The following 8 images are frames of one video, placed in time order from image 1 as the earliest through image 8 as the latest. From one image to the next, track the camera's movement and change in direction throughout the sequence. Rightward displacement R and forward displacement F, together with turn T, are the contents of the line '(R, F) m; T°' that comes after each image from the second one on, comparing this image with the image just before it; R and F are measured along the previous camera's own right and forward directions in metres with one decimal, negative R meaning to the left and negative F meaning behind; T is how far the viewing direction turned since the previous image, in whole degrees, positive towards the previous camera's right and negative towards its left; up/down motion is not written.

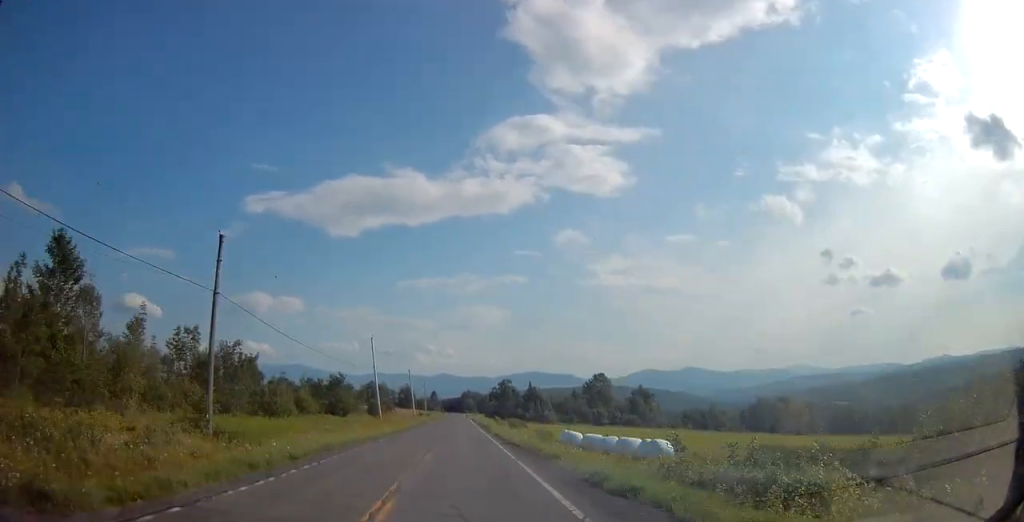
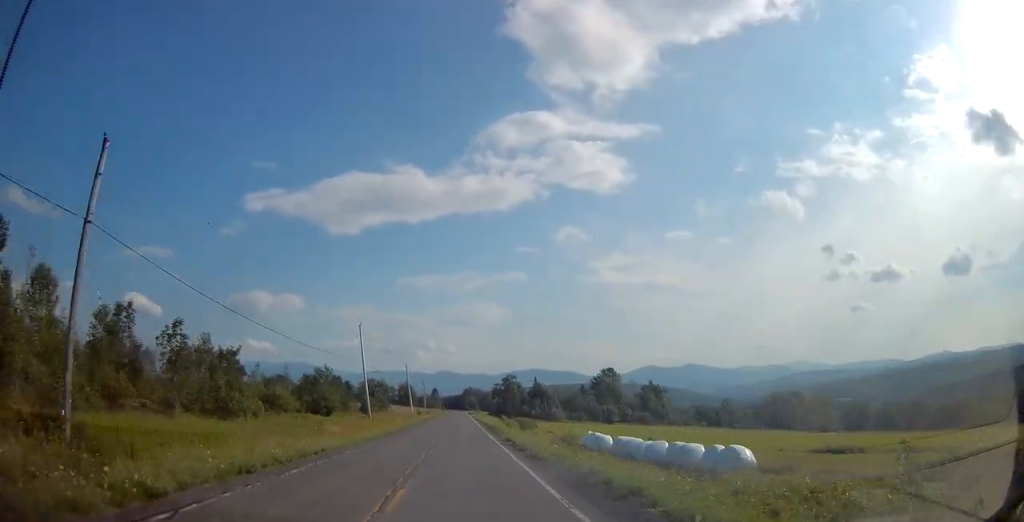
(0.0, +10.2) m; 0°
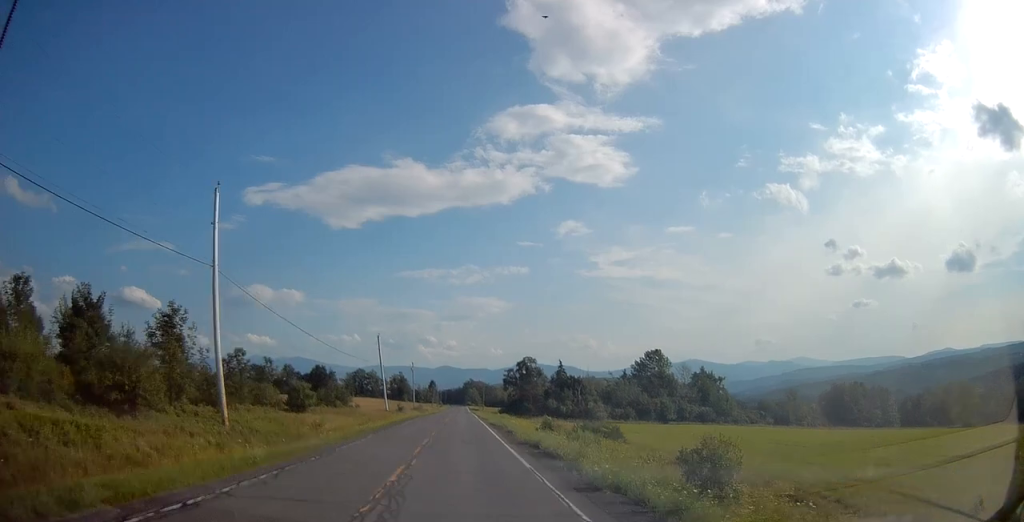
(0.0, +44.1) m; -1°
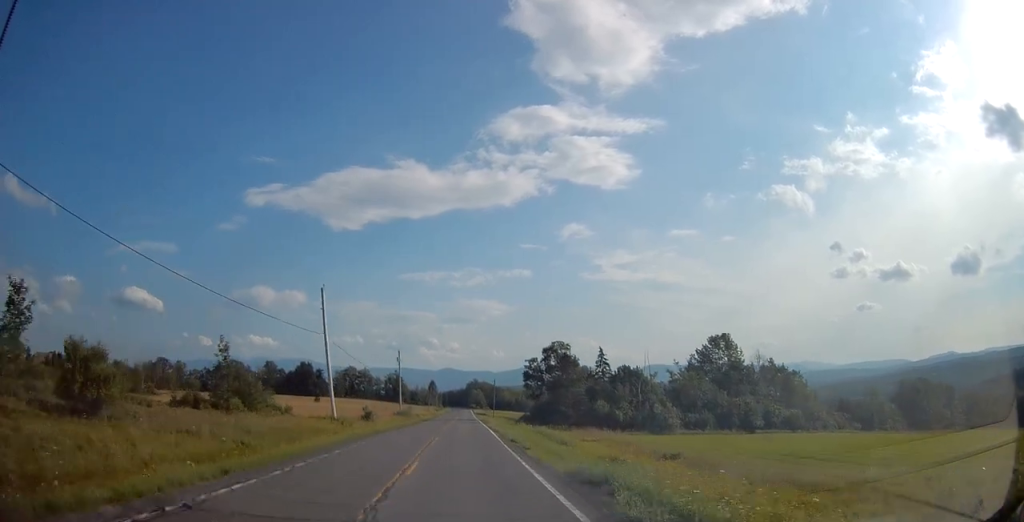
(-0.4, +36.3) m; 0°
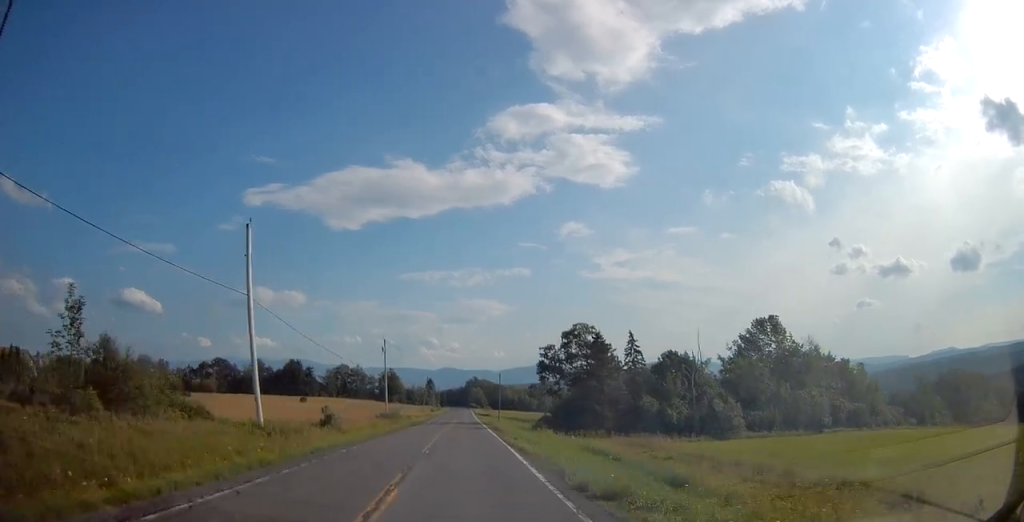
(+0.2, +18.2) m; 0°
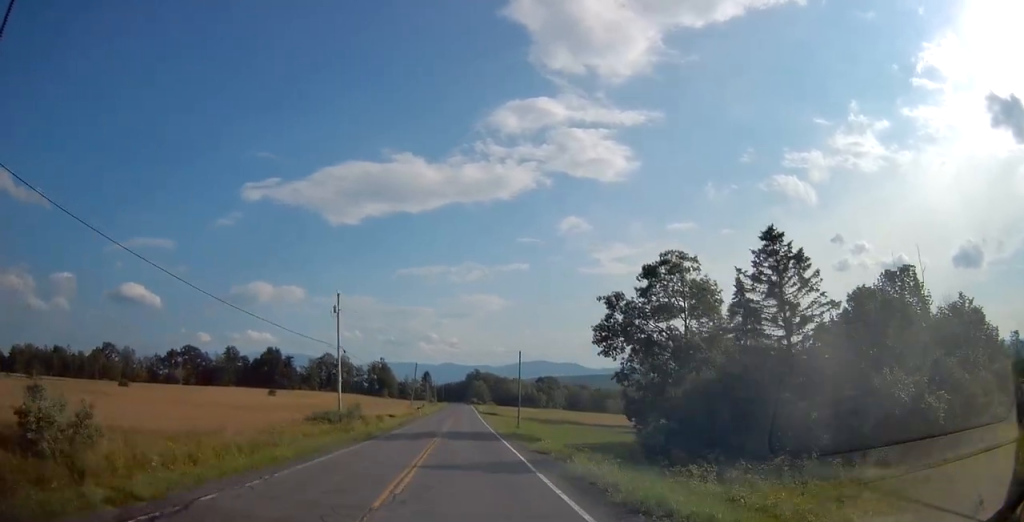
(-0.2, +32.5) m; -1°
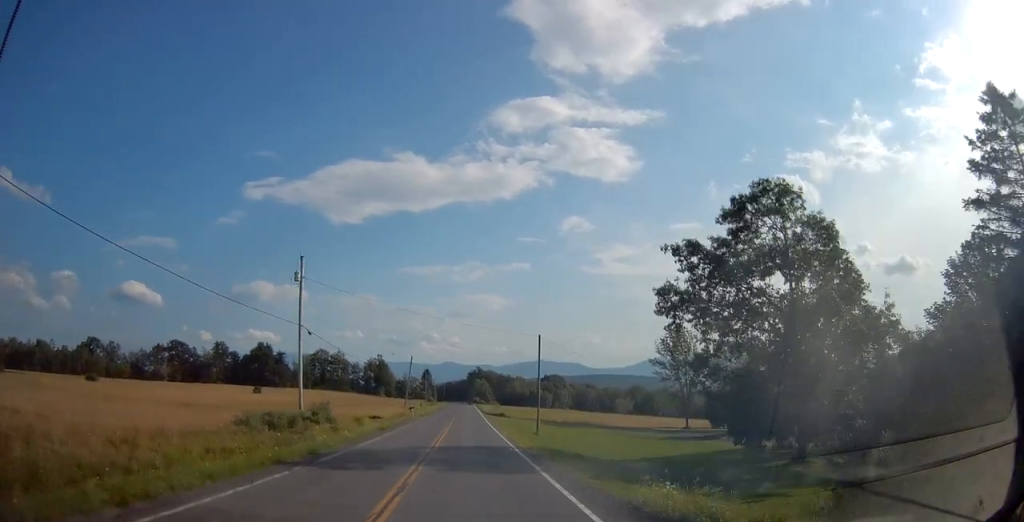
(-0.1, +13.7) m; 0°
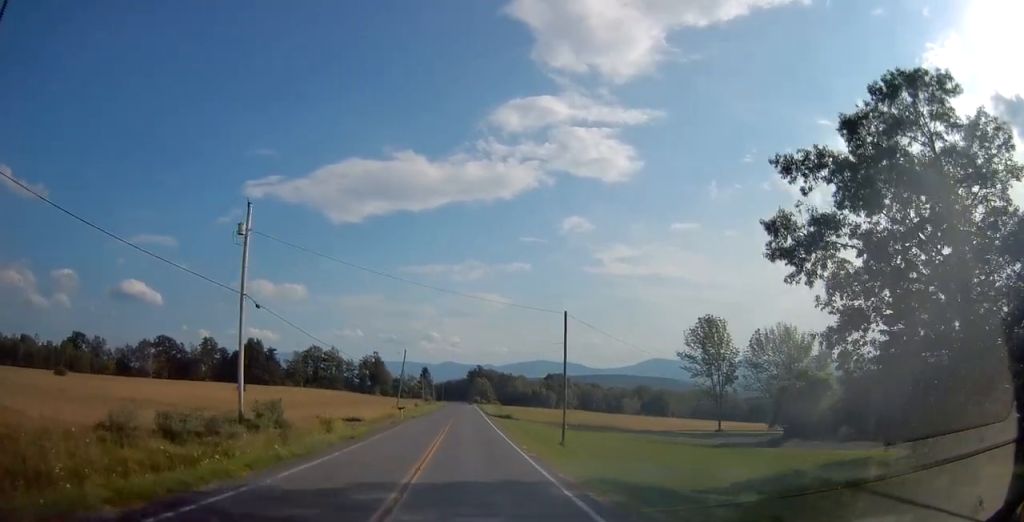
(-0.1, +11.3) m; 0°
